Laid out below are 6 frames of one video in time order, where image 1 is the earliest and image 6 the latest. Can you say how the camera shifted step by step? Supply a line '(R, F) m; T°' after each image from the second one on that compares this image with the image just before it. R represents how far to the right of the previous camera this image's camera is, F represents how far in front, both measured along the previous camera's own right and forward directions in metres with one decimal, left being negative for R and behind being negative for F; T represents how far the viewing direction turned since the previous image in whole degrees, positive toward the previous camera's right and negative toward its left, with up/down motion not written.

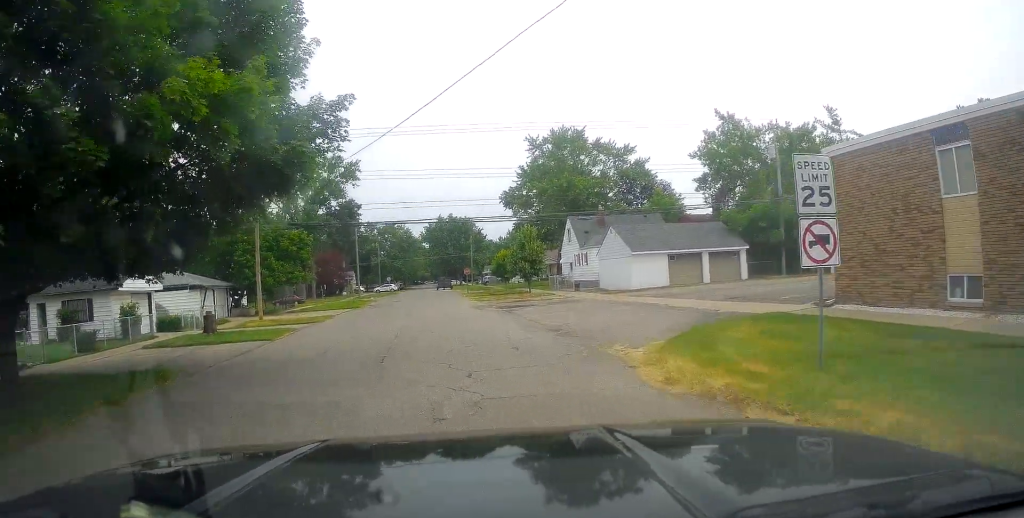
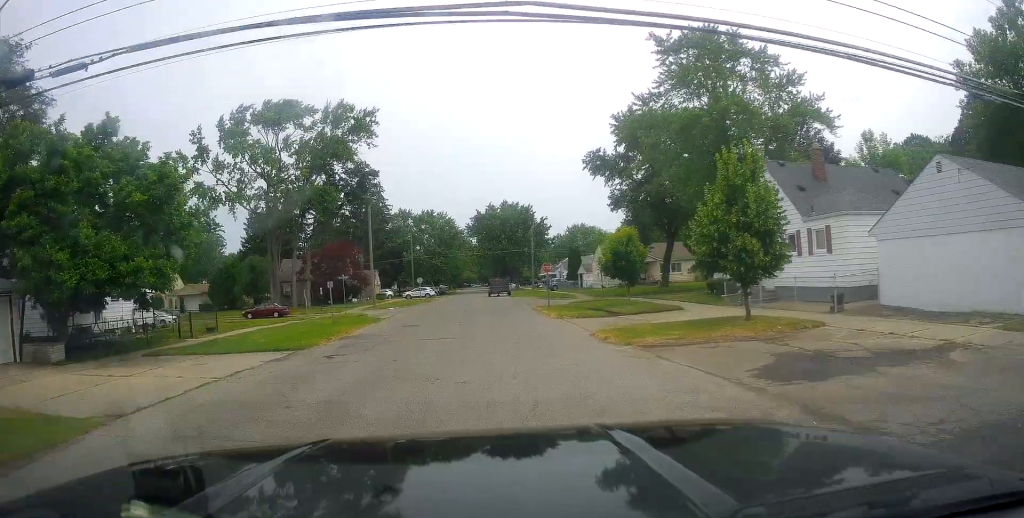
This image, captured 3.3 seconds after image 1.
(-5.3, +27.8) m; -10°
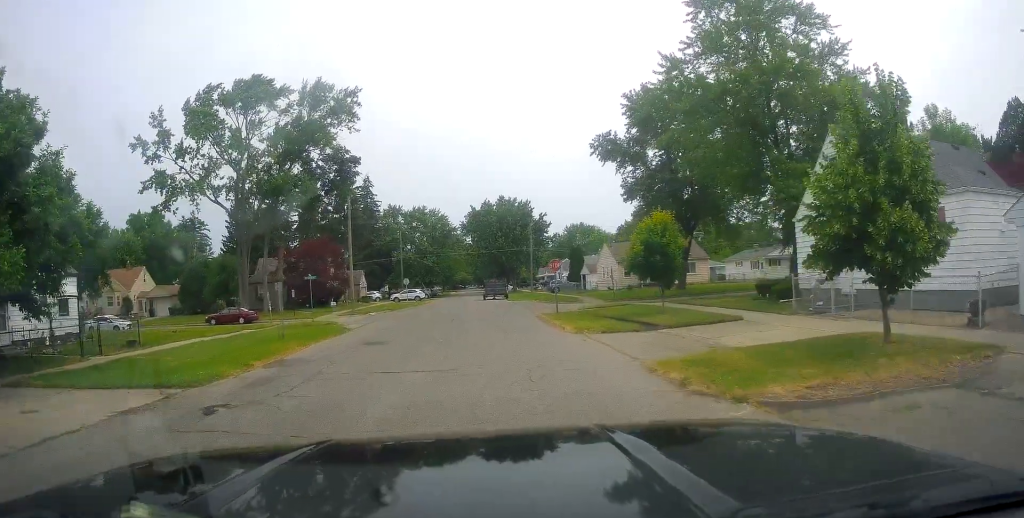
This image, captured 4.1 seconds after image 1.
(-0.3, +7.3) m; 0°
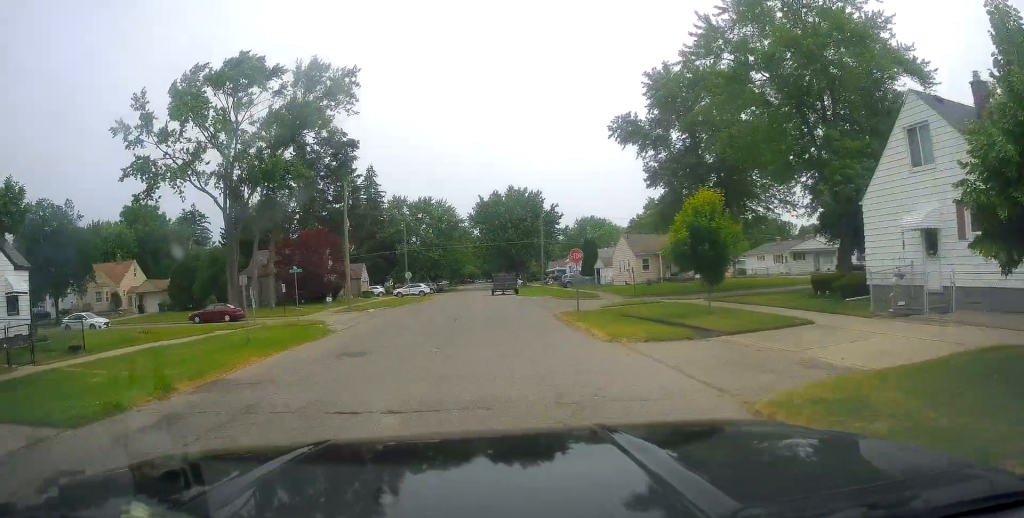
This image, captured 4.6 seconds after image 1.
(+0.2, +4.5) m; +1°
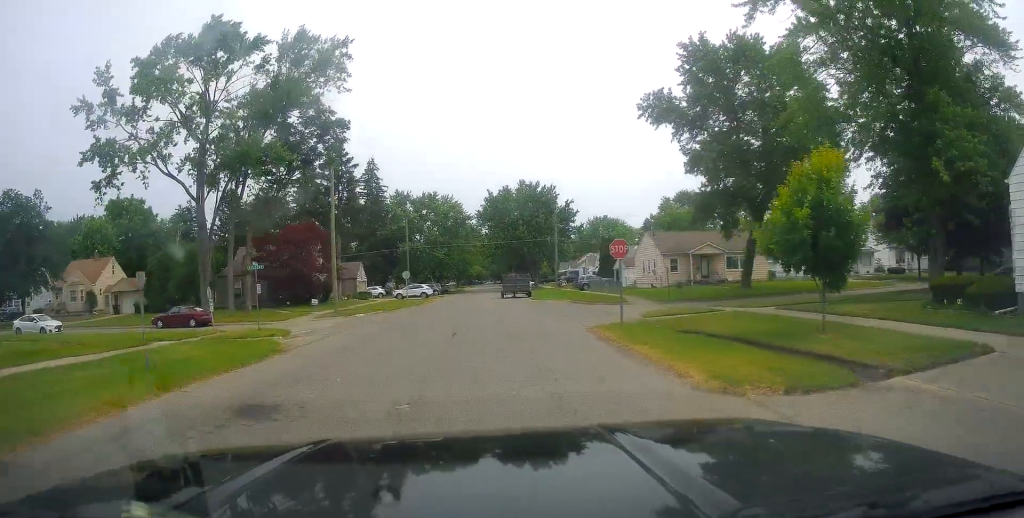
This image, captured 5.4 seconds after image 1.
(+0.2, +7.2) m; 0°
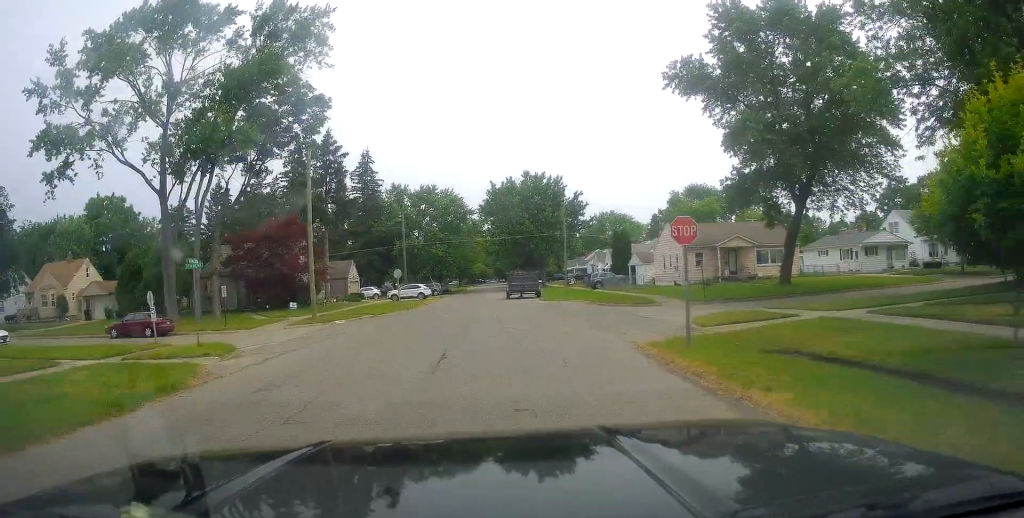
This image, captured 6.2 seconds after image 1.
(+0.1, +6.5) m; -4°
